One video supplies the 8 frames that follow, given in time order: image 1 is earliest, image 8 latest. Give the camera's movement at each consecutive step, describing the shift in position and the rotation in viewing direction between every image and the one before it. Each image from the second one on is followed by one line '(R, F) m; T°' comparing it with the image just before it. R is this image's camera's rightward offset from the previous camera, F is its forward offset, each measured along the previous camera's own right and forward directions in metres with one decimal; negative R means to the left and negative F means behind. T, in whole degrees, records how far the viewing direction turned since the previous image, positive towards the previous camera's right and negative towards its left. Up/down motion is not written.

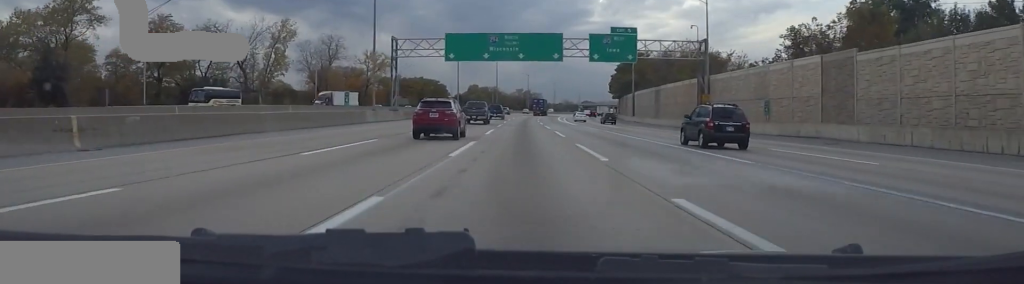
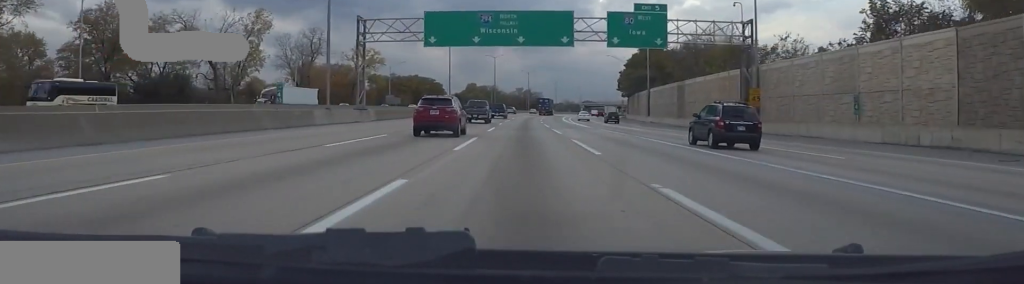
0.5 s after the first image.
(0.0, +13.8) m; 0°
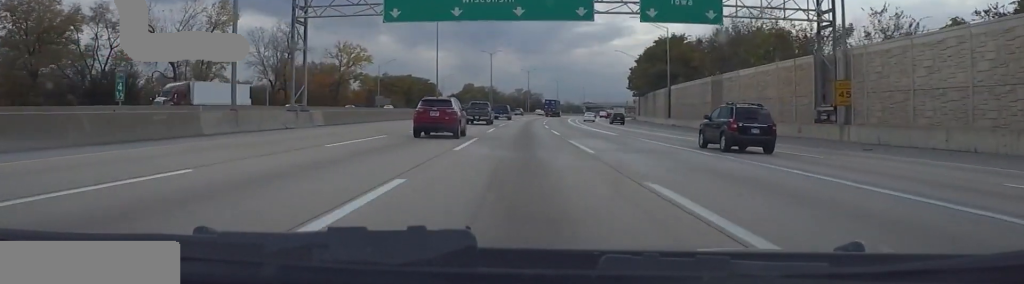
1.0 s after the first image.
(0.0, +14.8) m; +1°
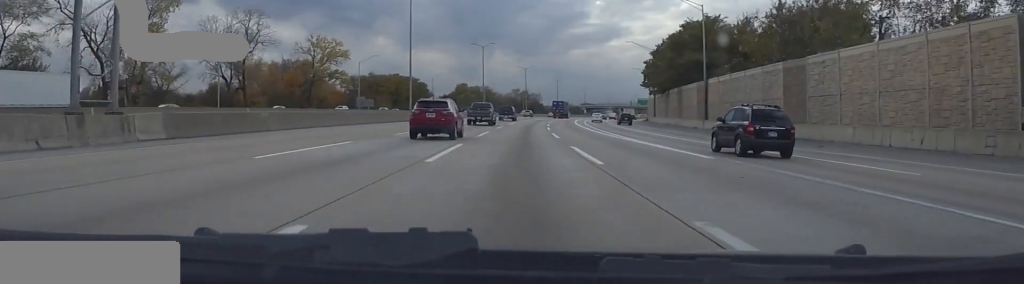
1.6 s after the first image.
(-0.3, +19.2) m; +2°
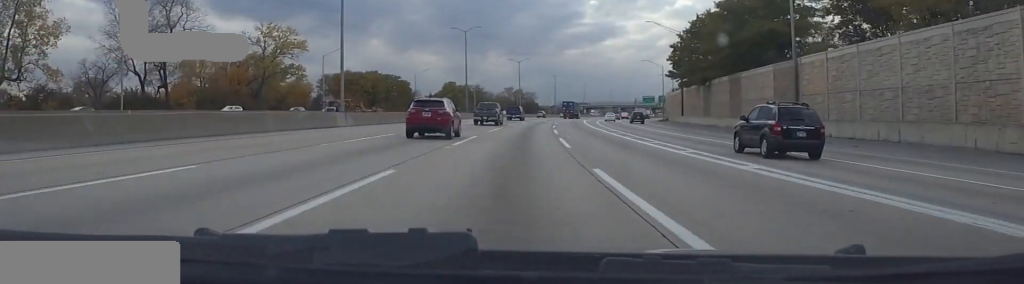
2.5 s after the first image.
(+1.3, +24.2) m; 0°
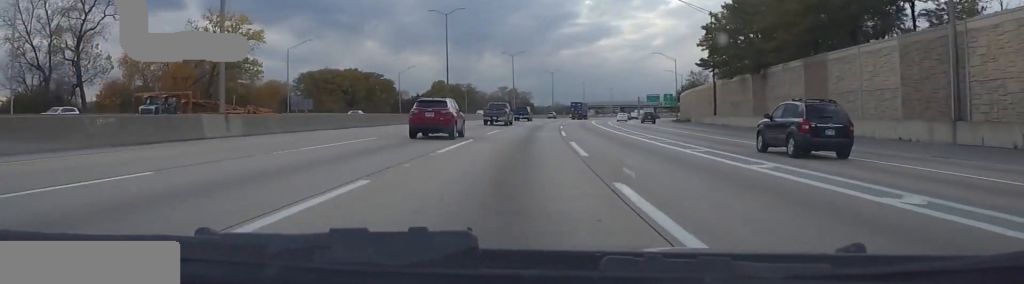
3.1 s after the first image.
(-0.5, +18.1) m; 0°
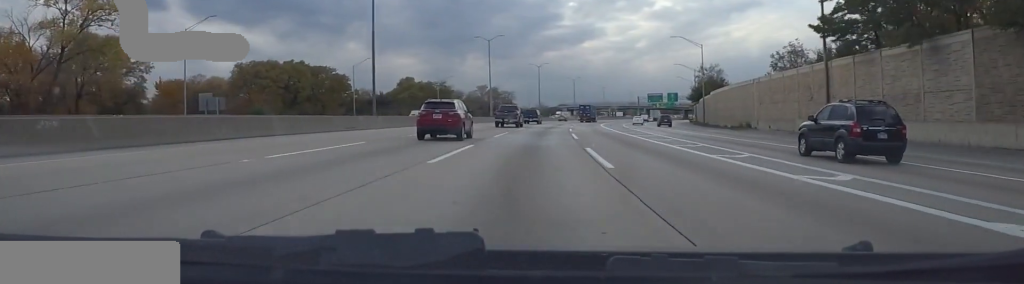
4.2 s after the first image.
(+0.2, +32.6) m; +2°
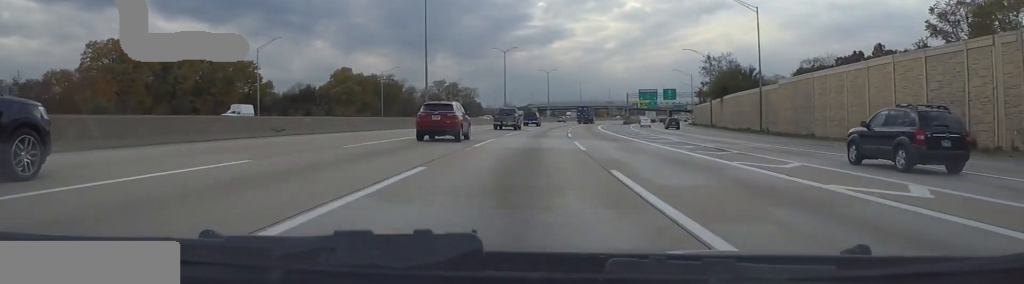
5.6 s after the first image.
(+0.7, +39.4) m; +3°
